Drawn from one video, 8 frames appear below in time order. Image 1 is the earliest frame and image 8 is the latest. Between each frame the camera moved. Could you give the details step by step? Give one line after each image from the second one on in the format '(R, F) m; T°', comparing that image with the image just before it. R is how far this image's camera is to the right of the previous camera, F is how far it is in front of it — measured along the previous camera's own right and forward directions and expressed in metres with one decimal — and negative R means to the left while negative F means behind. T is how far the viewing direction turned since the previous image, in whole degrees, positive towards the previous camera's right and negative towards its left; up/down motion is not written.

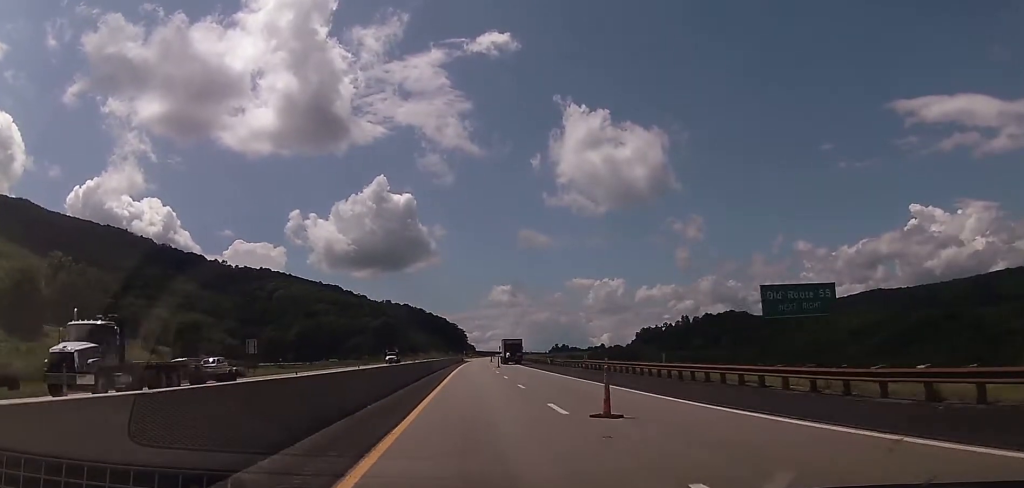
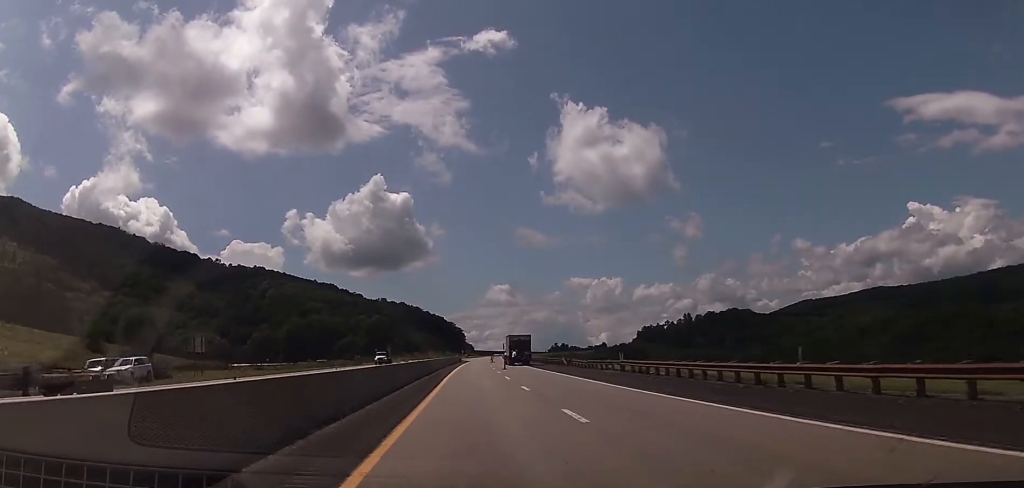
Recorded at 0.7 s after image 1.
(-0.1, +14.7) m; -1°
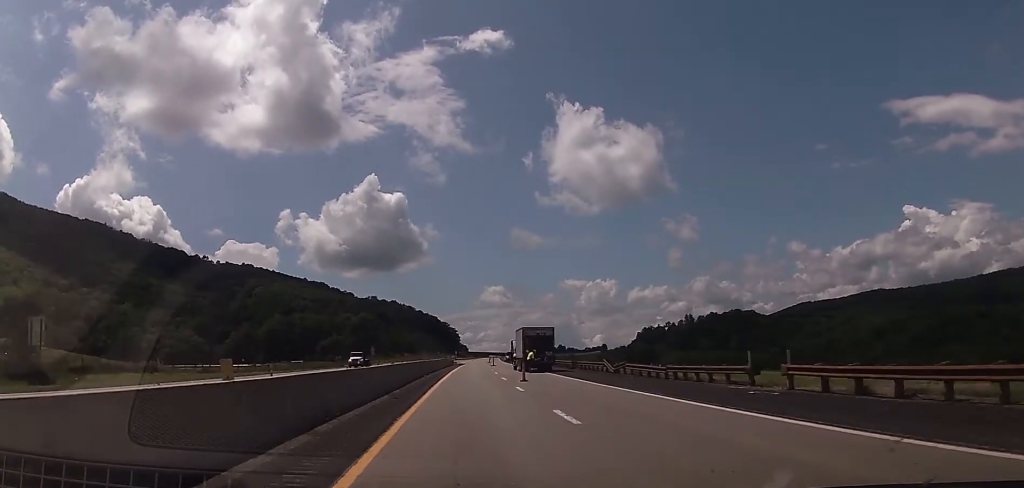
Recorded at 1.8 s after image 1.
(-0.5, +23.9) m; 0°
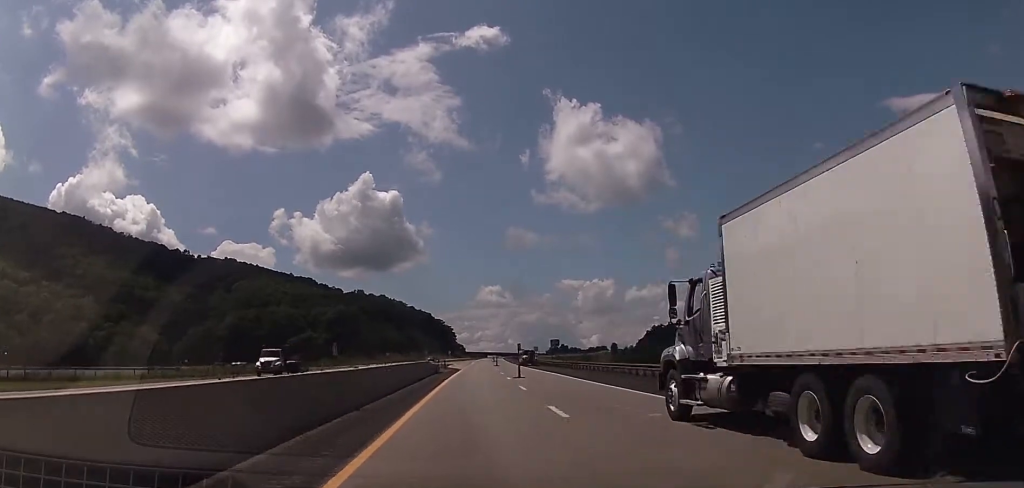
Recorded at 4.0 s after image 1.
(+0.7, +47.3) m; +1°
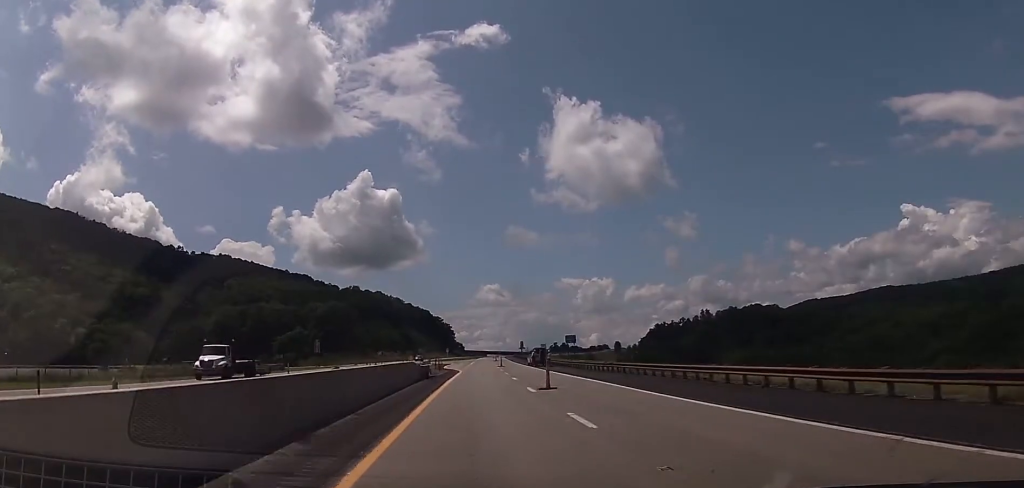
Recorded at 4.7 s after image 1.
(+0.5, +14.5) m; 0°
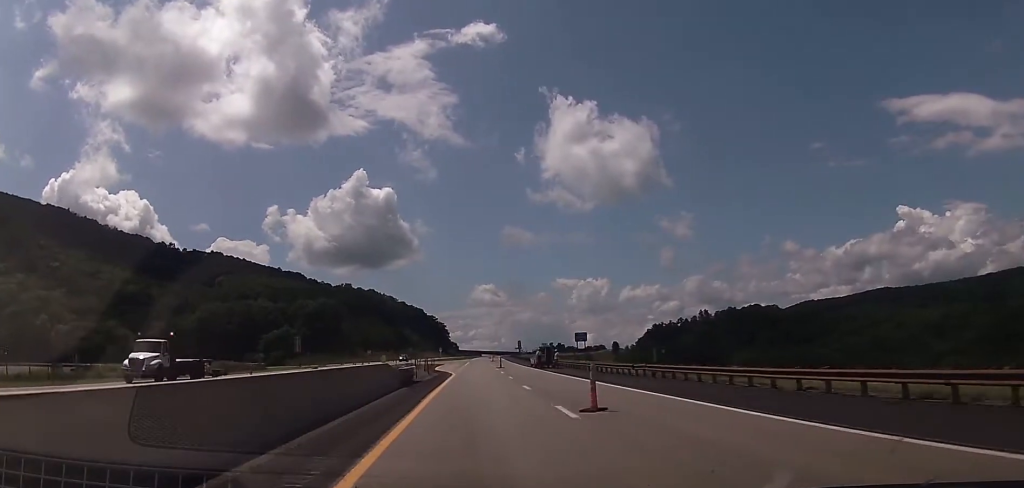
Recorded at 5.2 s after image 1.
(-0.1, +10.3) m; 0°
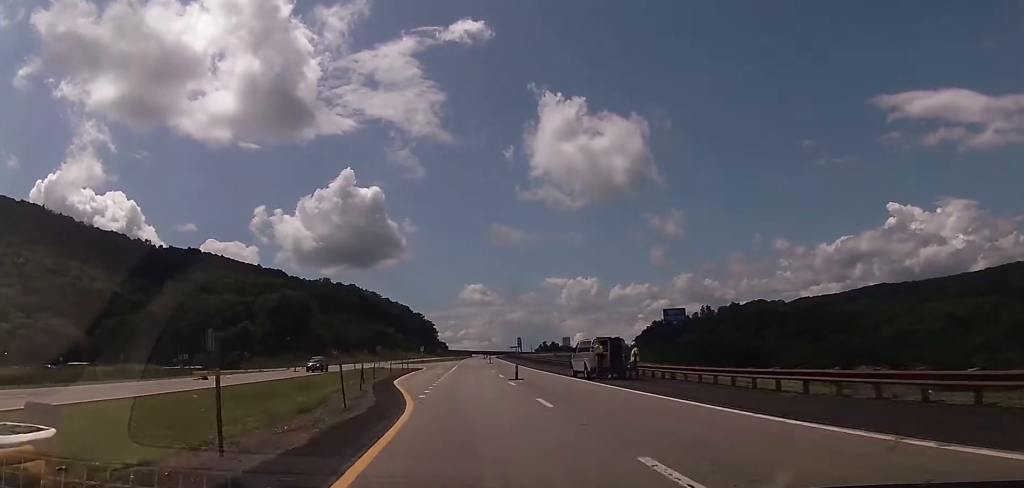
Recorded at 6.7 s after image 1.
(+0.4, +33.1) m; +1°
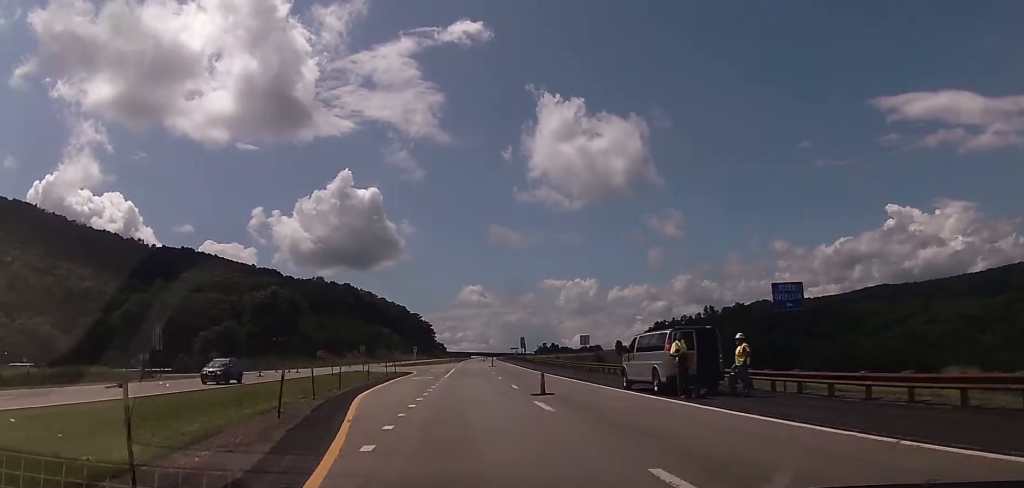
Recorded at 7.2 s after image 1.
(-0.1, +12.6) m; 0°
